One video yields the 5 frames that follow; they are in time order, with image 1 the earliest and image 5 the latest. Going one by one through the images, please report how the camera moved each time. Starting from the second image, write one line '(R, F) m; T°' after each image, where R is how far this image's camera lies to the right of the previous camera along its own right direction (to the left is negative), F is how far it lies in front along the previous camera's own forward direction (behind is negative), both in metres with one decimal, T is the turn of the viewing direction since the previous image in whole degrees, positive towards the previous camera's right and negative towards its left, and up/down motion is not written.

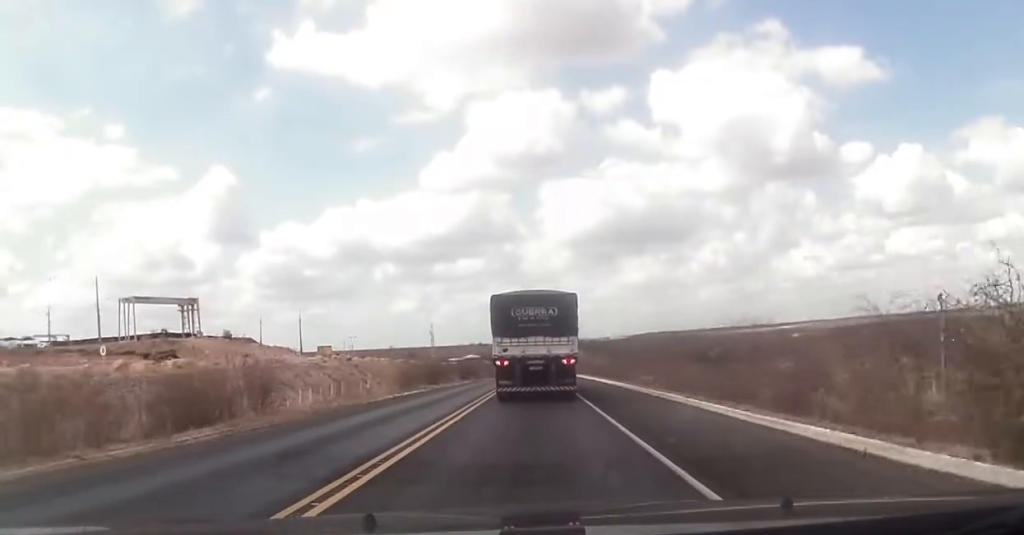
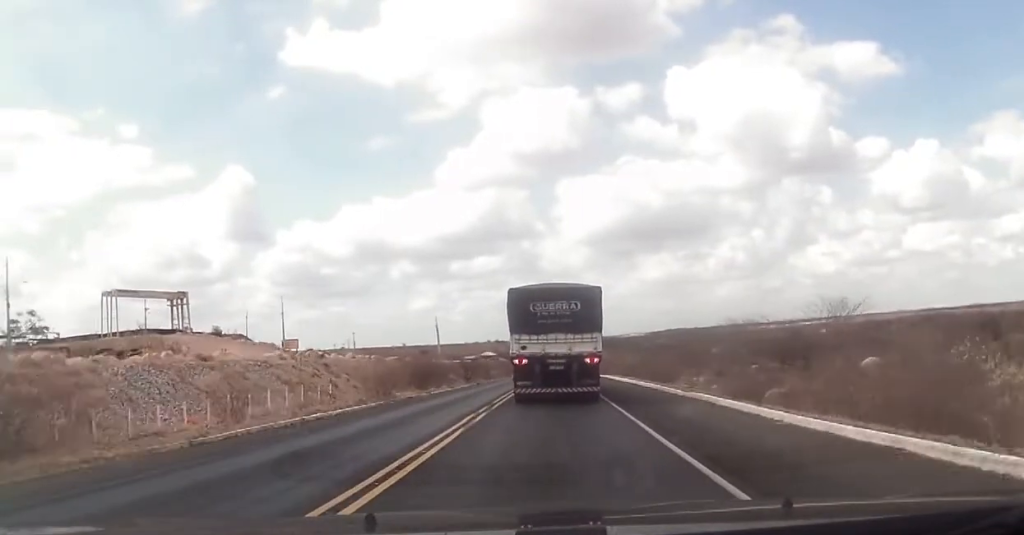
(-0.4, +19.2) m; 0°
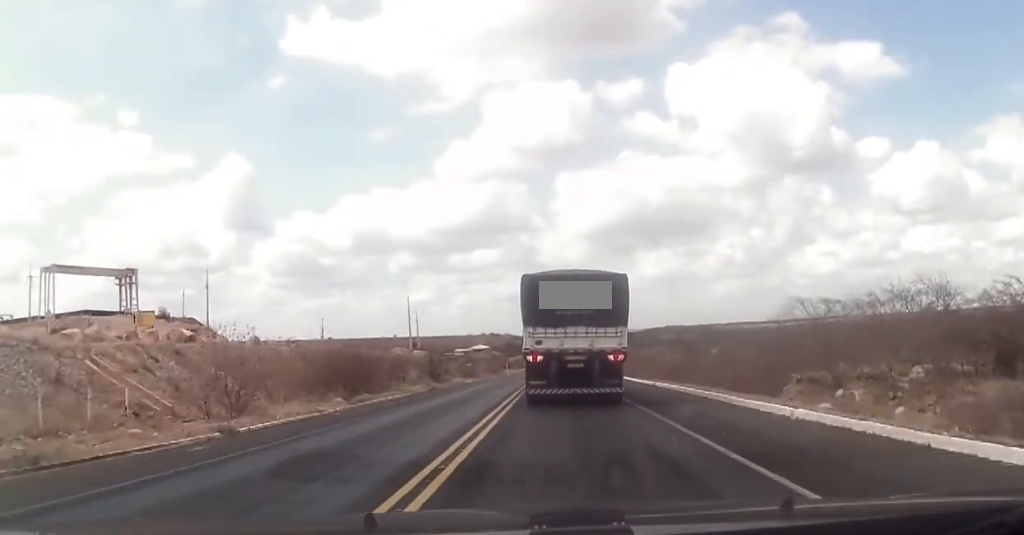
(-0.3, +30.8) m; -1°
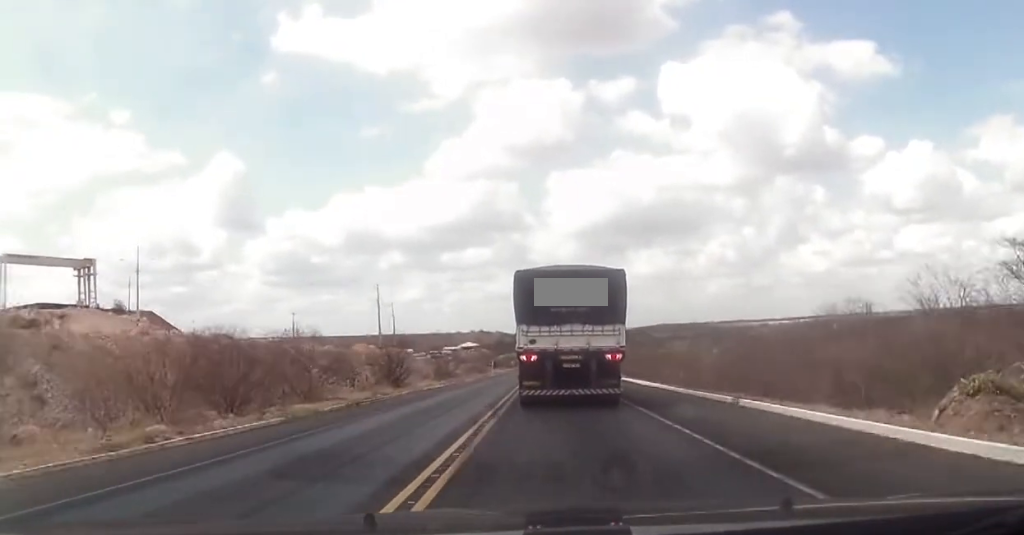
(+0.4, +18.3) m; +1°
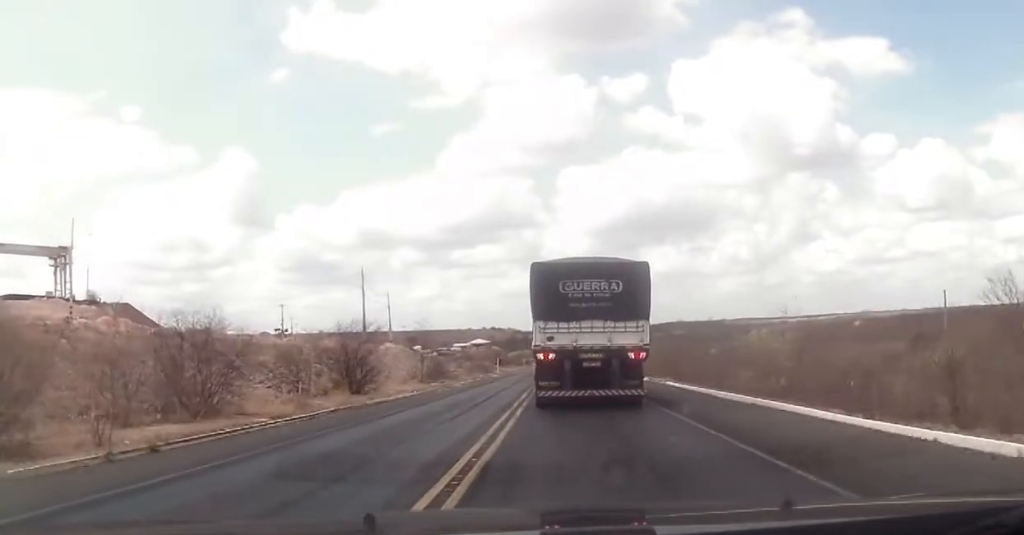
(-0.2, +16.9) m; -1°
